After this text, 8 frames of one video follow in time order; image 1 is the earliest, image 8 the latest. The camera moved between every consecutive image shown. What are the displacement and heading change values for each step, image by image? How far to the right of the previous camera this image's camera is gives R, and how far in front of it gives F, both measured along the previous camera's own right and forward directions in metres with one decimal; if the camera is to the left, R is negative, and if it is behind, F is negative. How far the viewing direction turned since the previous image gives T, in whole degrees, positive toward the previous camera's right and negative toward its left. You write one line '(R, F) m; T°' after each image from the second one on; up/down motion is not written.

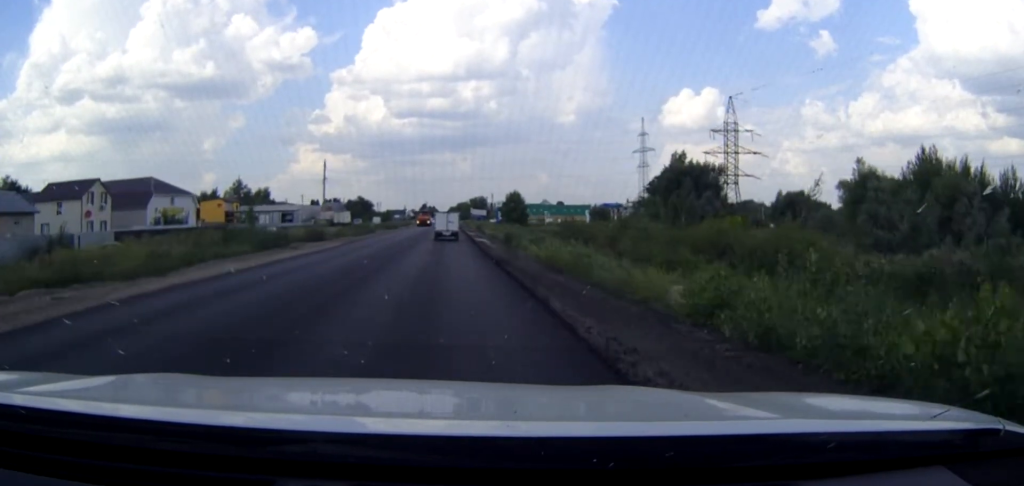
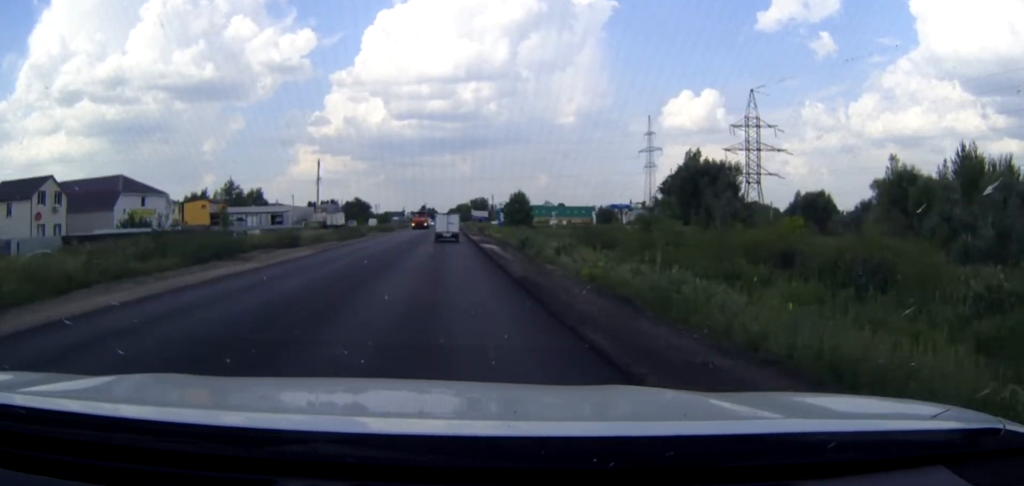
(0.0, +10.3) m; 0°
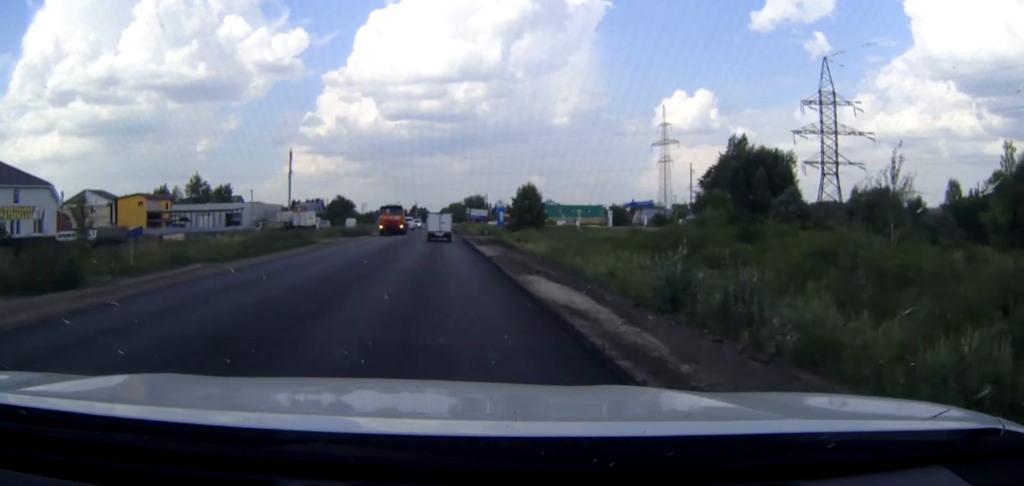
(+0.1, +28.9) m; 0°
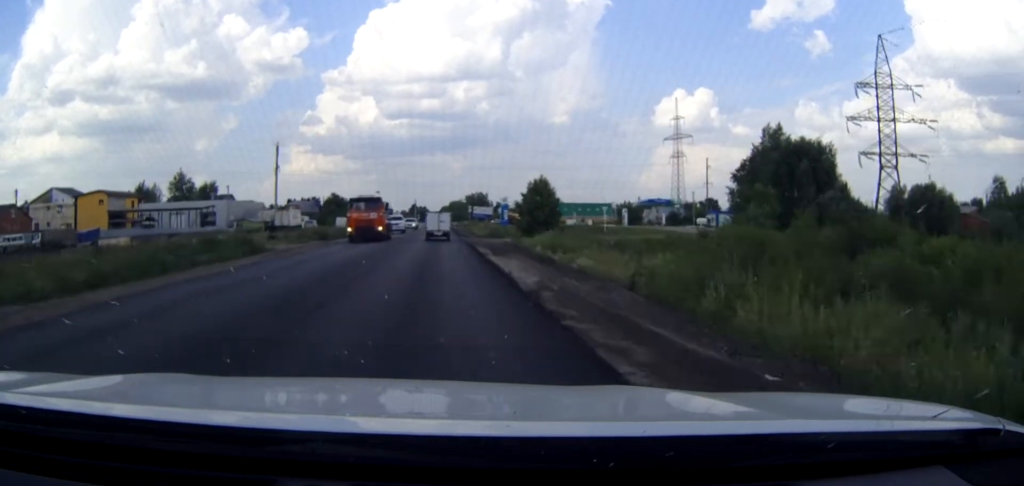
(0.0, +14.7) m; 0°
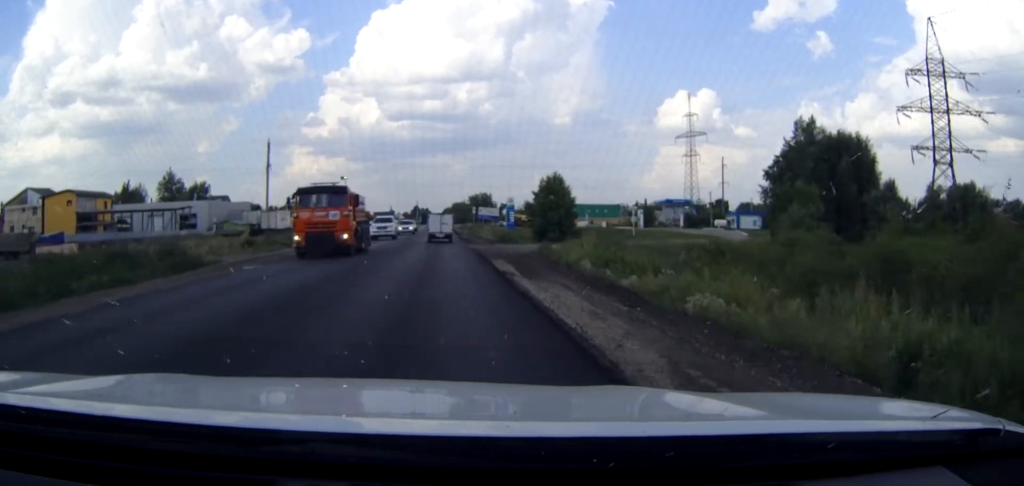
(0.0, +10.7) m; 0°
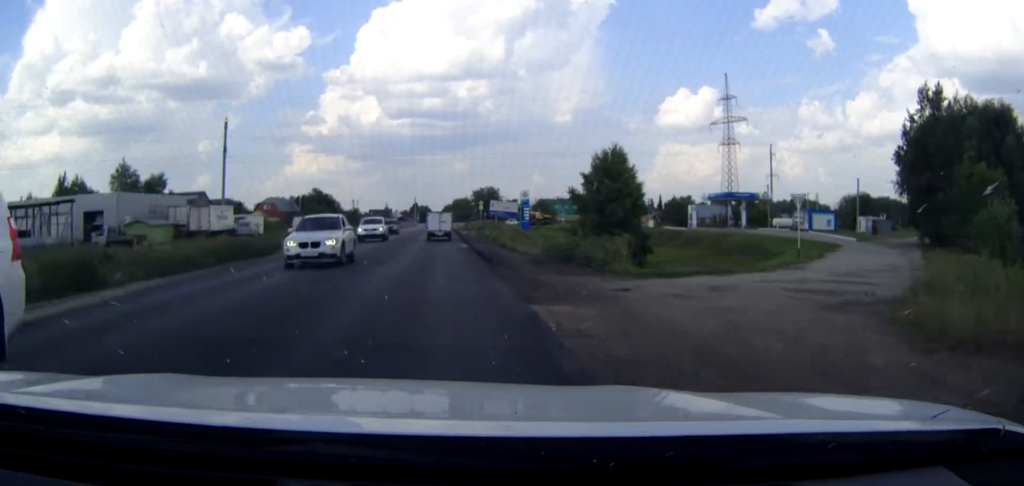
(-0.1, +32.4) m; 0°
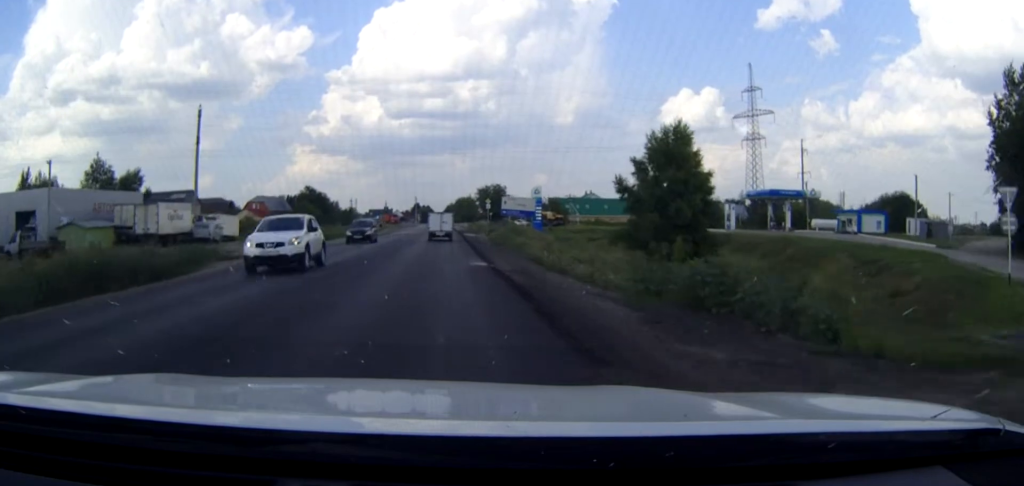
(0.0, +15.8) m; 0°
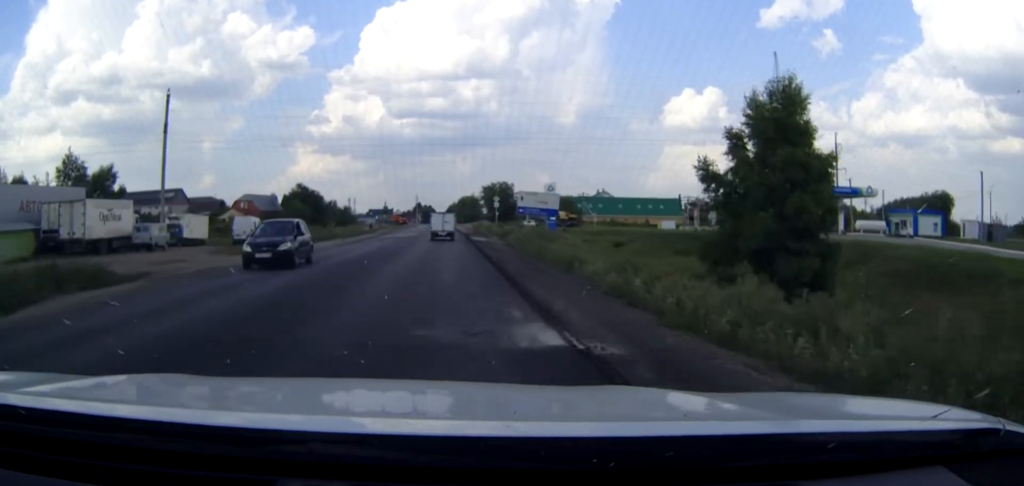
(0.0, +15.0) m; 0°
